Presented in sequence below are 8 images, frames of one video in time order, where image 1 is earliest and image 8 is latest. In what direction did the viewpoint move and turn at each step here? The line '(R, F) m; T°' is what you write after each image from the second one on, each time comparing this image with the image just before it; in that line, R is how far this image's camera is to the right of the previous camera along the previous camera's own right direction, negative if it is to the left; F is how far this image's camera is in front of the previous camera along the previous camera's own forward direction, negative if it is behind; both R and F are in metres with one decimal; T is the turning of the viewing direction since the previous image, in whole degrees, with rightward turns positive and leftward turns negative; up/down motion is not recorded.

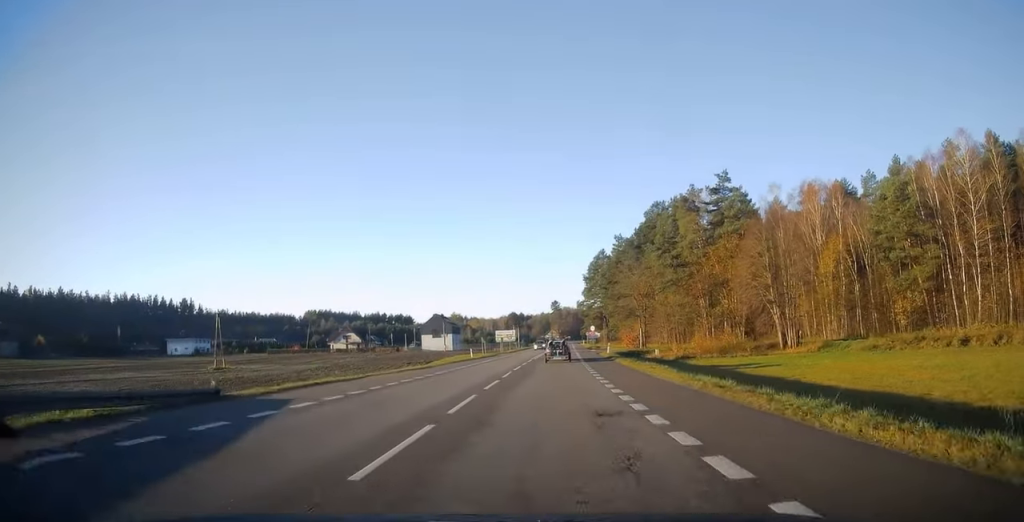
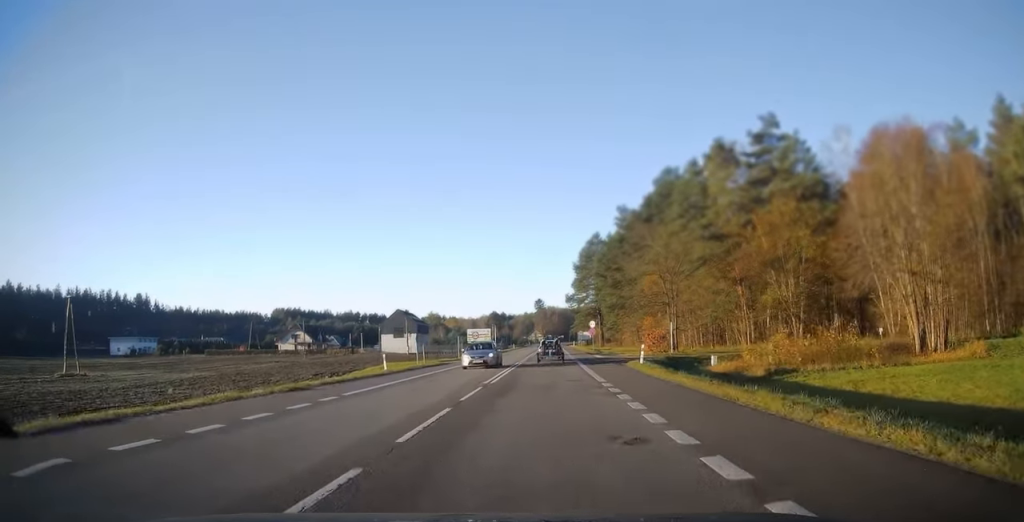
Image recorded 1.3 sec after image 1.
(+0.4, +28.1) m; +1°
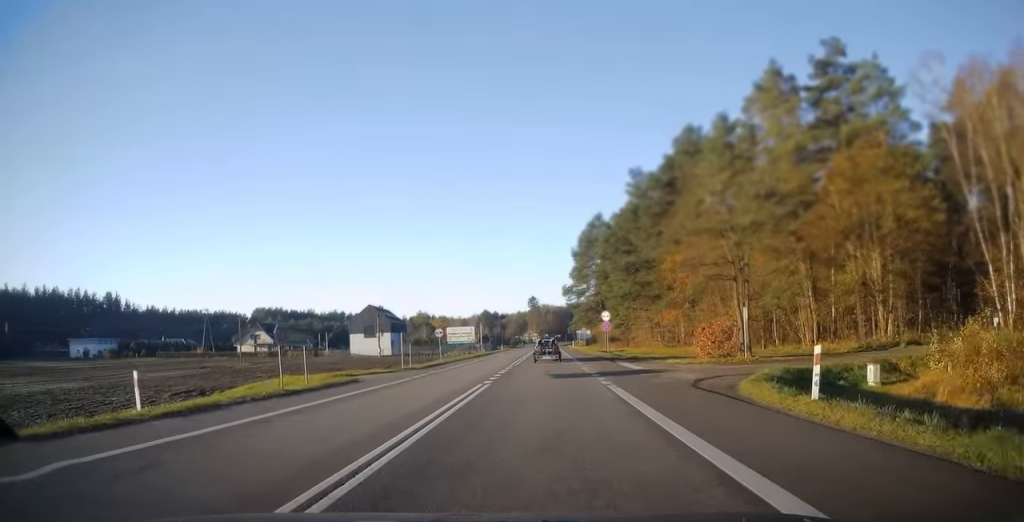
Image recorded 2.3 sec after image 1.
(0.0, +20.6) m; +1°
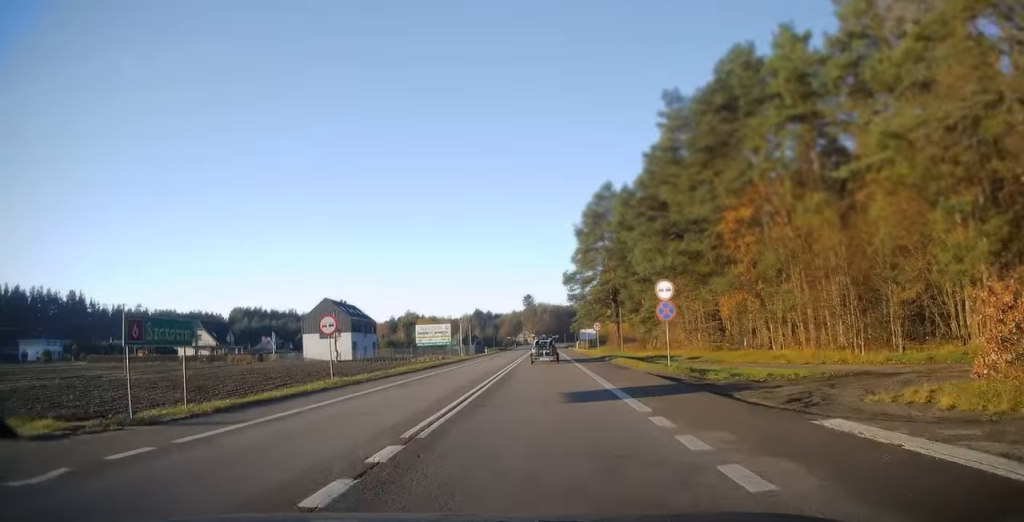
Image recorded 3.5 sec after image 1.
(+0.3, +24.6) m; +1°
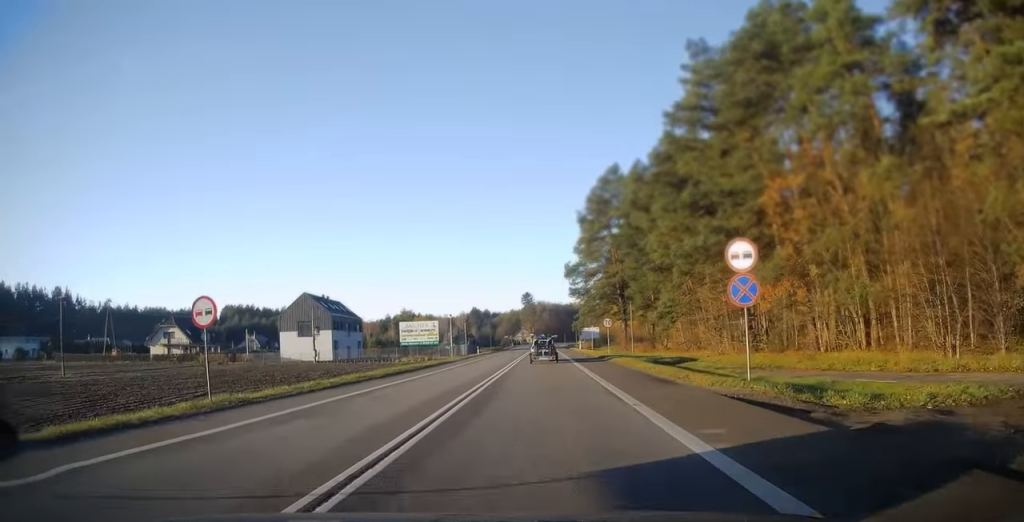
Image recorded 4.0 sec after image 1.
(0.0, +9.4) m; 0°
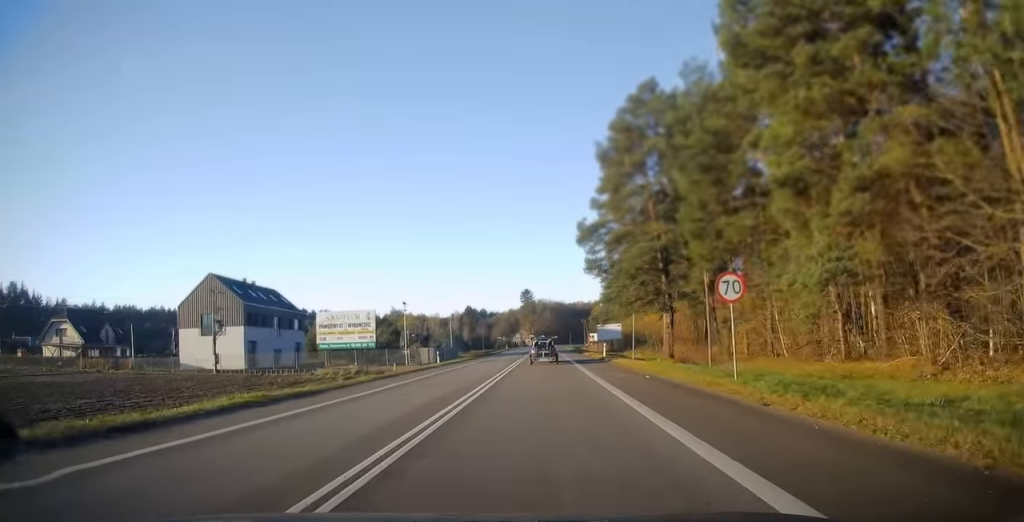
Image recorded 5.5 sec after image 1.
(-0.1, +29.8) m; -1°
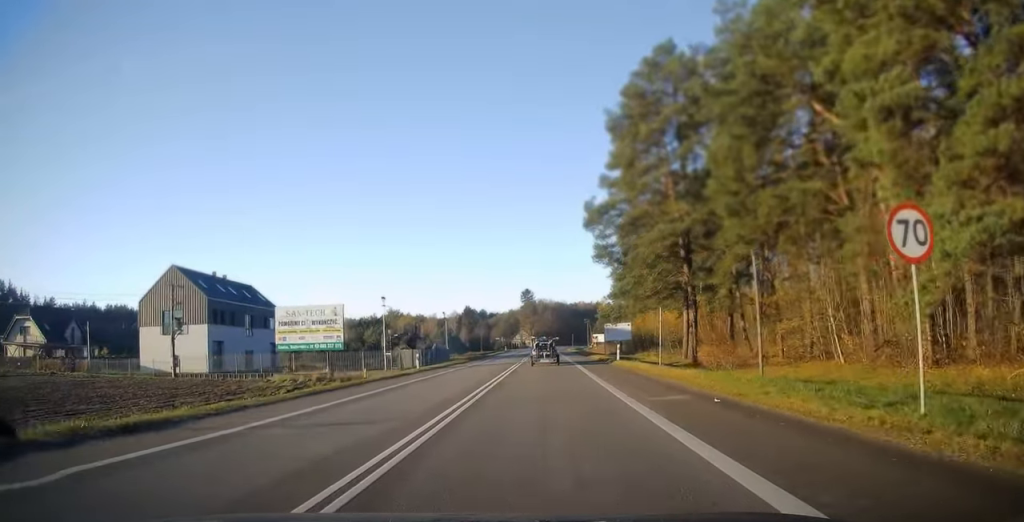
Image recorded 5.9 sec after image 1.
(0.0, +8.2) m; 0°
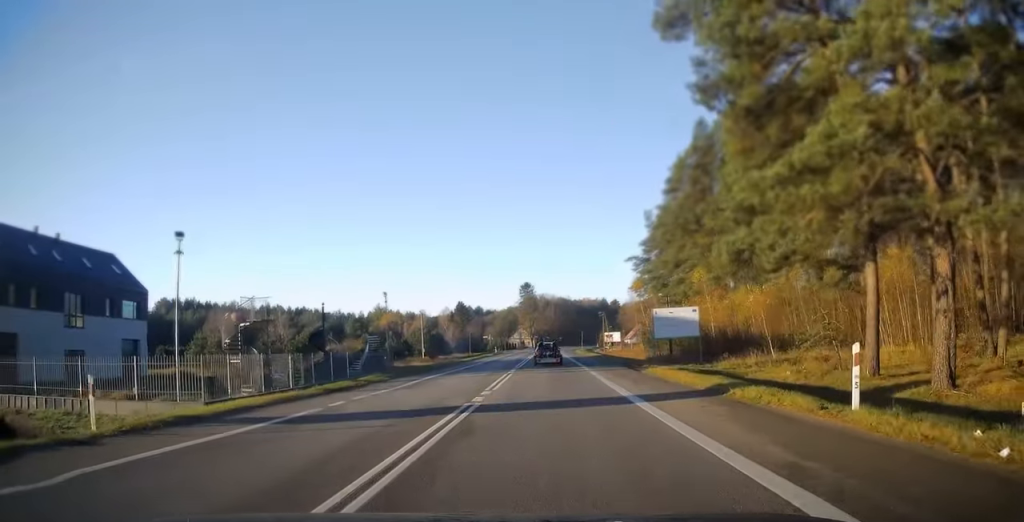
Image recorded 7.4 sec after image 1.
(-0.1, +30.4) m; 0°
